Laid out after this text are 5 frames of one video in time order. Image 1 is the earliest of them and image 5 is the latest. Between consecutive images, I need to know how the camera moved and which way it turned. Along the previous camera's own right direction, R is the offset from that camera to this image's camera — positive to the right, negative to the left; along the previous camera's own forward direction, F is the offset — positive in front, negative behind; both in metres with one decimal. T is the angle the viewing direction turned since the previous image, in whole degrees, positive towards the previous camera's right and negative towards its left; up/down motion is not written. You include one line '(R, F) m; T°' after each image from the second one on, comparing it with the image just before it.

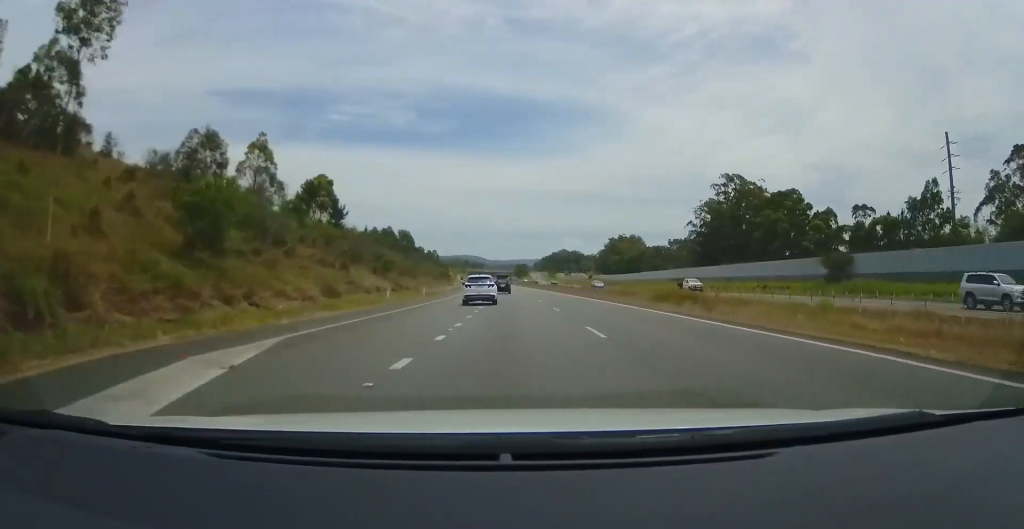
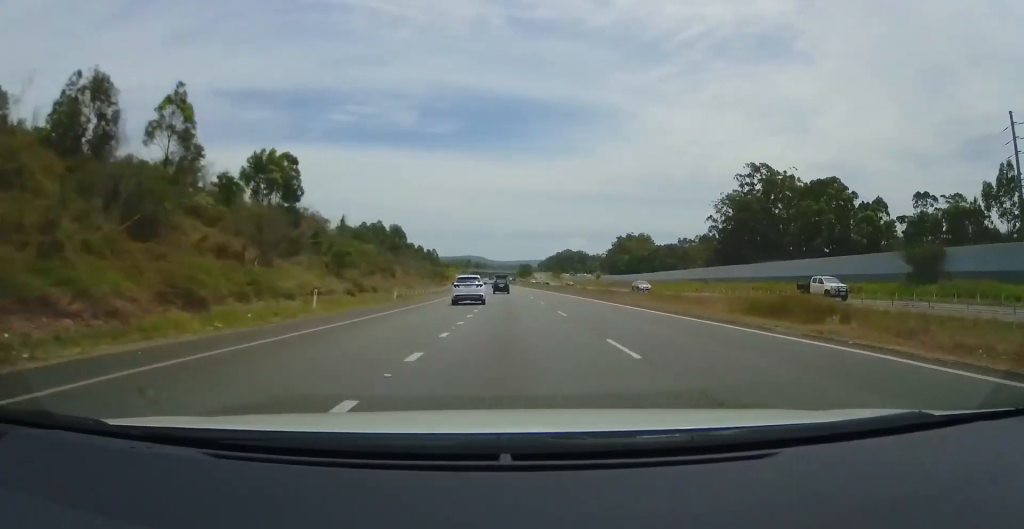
(0.0, +14.8) m; -1°
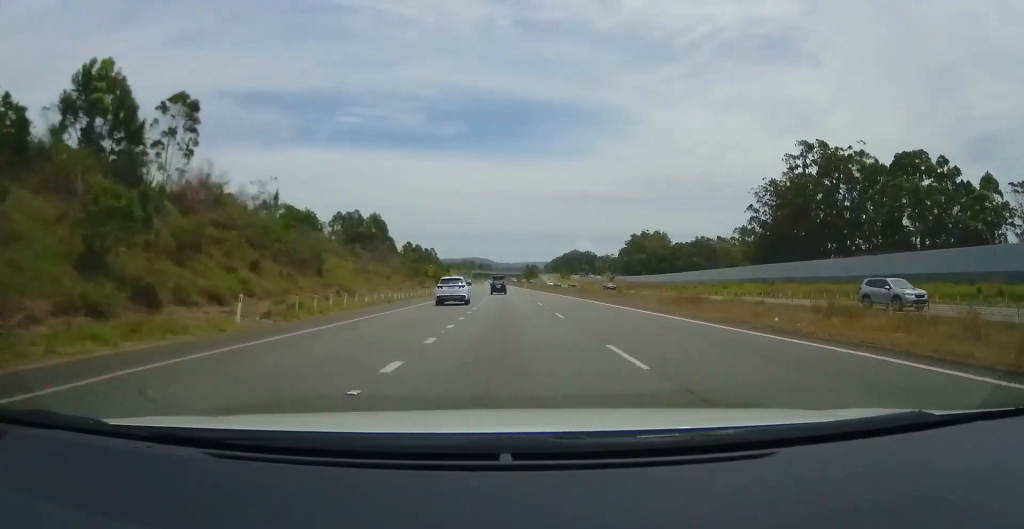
(-0.6, +25.5) m; -1°
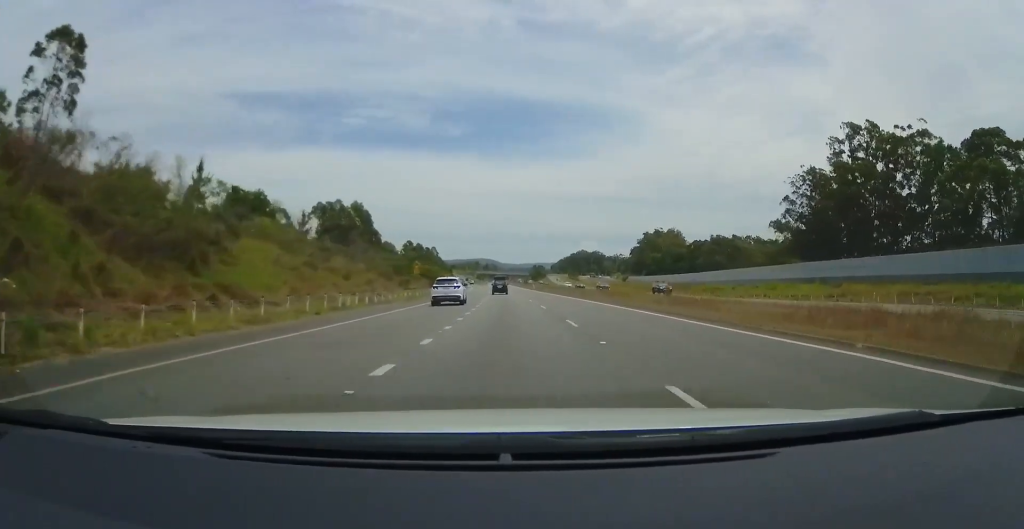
(+0.3, +16.0) m; 0°
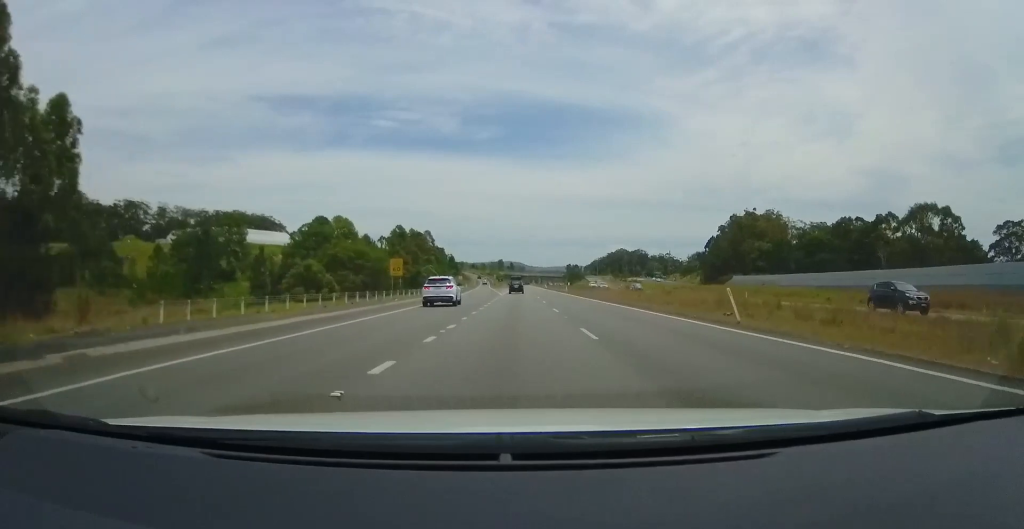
(-0.3, +86.0) m; -1°
